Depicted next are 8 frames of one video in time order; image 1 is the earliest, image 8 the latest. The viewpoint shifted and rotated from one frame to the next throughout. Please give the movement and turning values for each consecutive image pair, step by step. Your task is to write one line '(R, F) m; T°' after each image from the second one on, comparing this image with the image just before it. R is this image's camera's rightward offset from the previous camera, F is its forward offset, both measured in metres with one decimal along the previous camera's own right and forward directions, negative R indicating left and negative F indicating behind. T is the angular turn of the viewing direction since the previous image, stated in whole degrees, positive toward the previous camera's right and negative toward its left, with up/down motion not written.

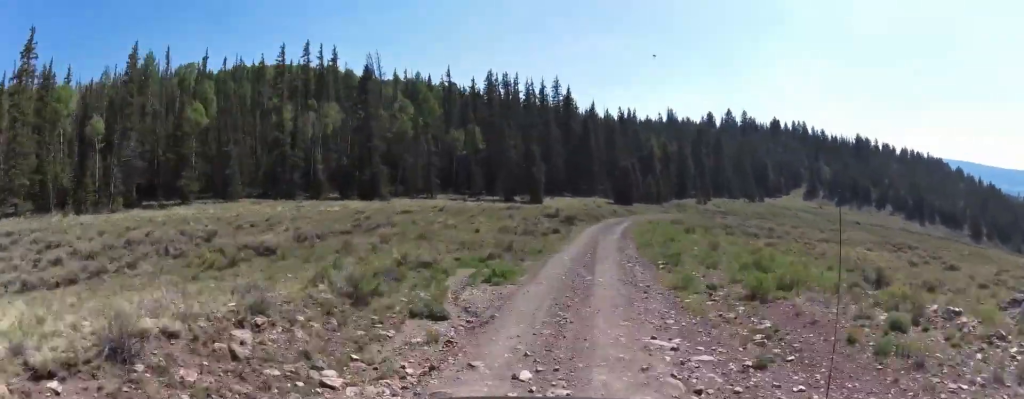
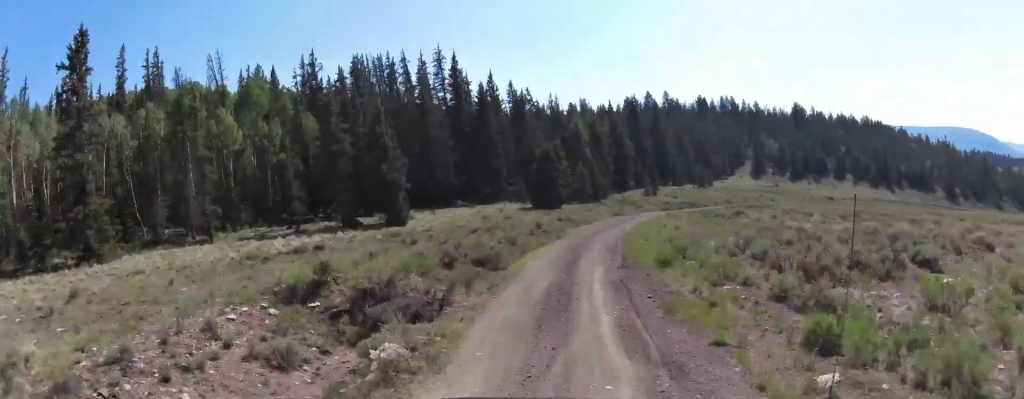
(+5.7, +43.4) m; +16°
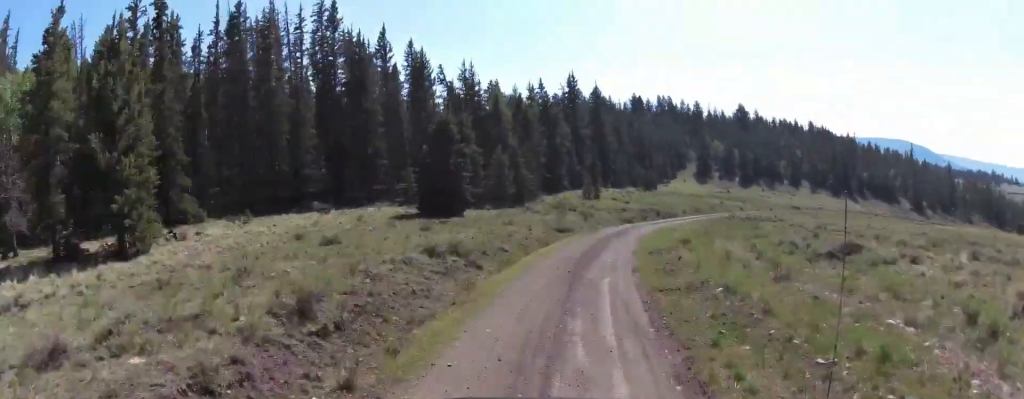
(+2.2, +29.1) m; +10°
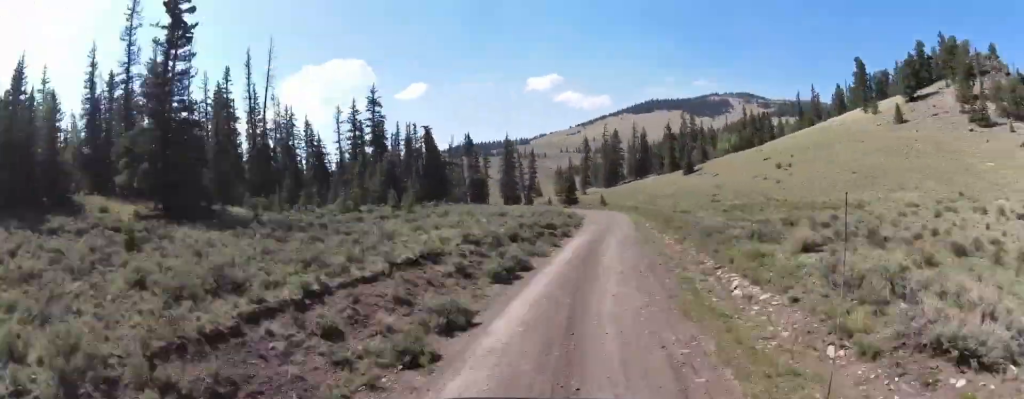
(+85.7, +114.0) m; +61°
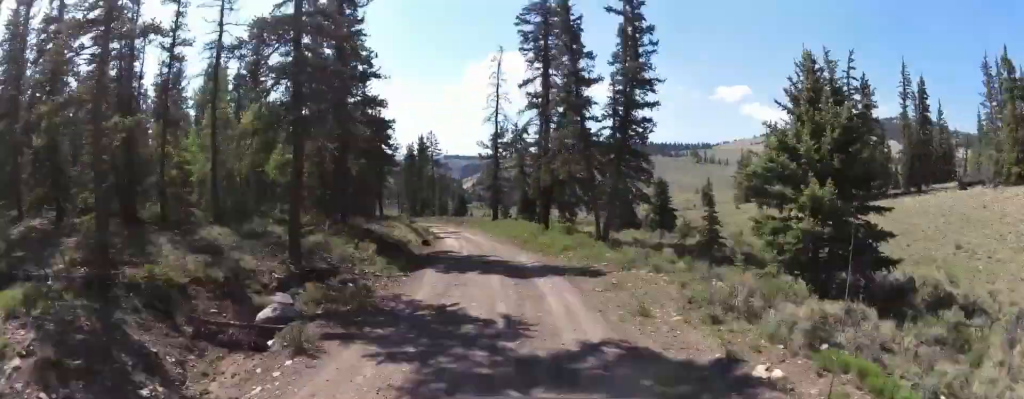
(-7.0, +89.8) m; -20°
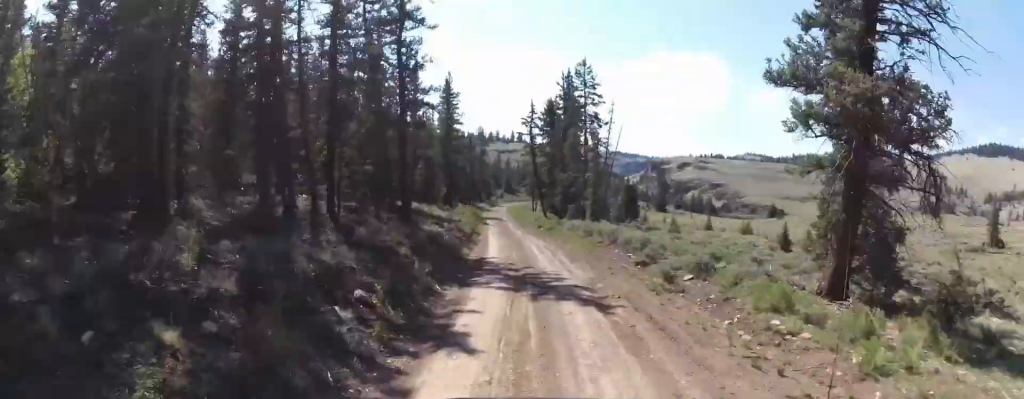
(-12.6, +52.9) m; -9°
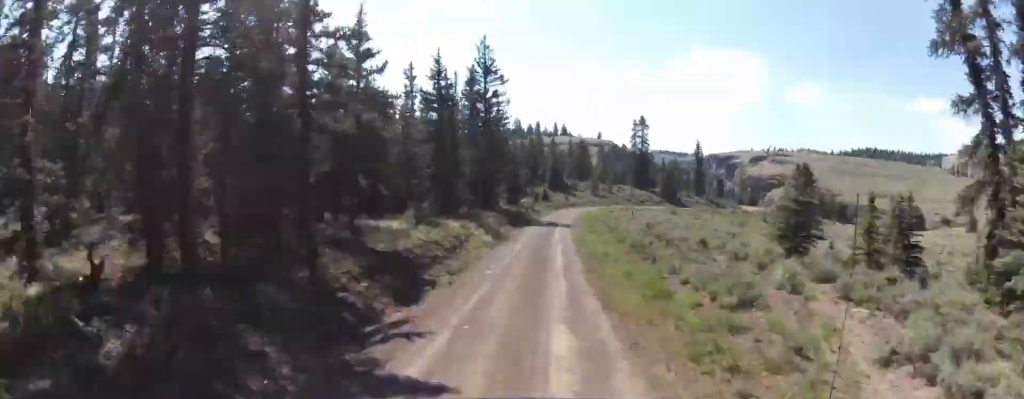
(-3.1, +83.4) m; +10°
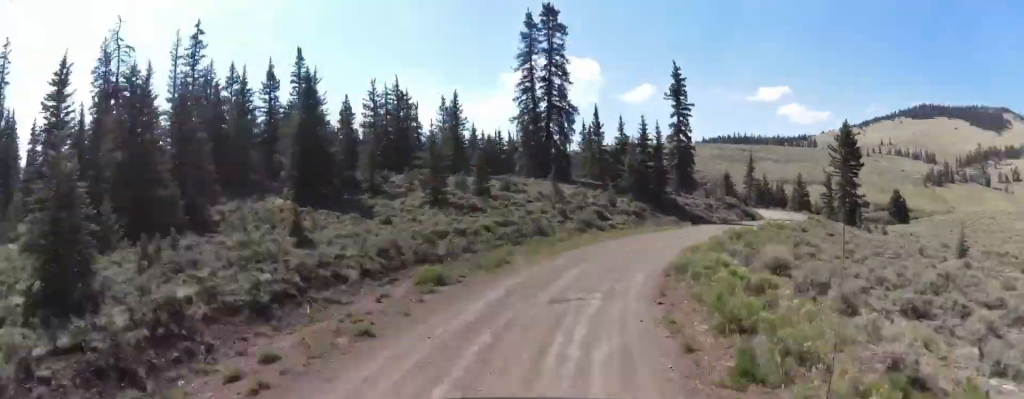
(+13.5, +62.5) m; +4°
